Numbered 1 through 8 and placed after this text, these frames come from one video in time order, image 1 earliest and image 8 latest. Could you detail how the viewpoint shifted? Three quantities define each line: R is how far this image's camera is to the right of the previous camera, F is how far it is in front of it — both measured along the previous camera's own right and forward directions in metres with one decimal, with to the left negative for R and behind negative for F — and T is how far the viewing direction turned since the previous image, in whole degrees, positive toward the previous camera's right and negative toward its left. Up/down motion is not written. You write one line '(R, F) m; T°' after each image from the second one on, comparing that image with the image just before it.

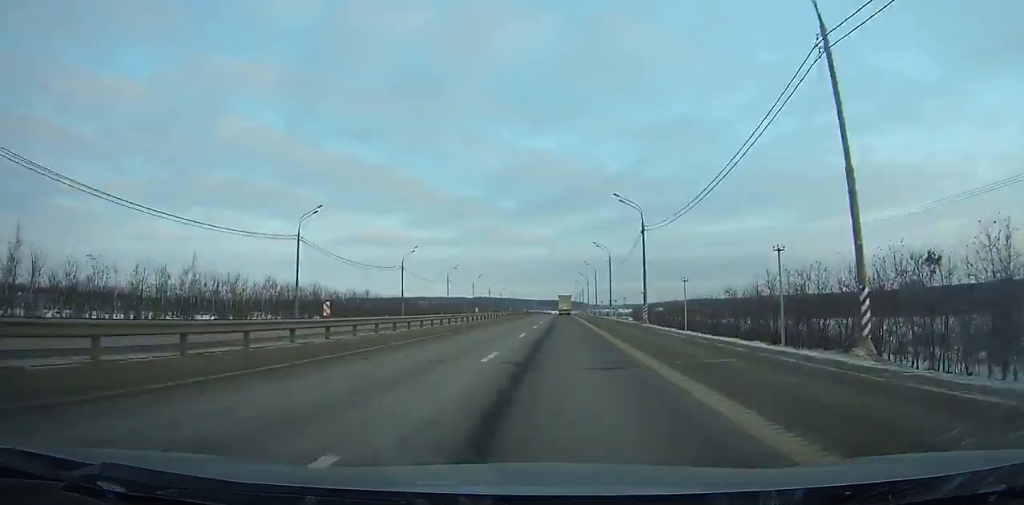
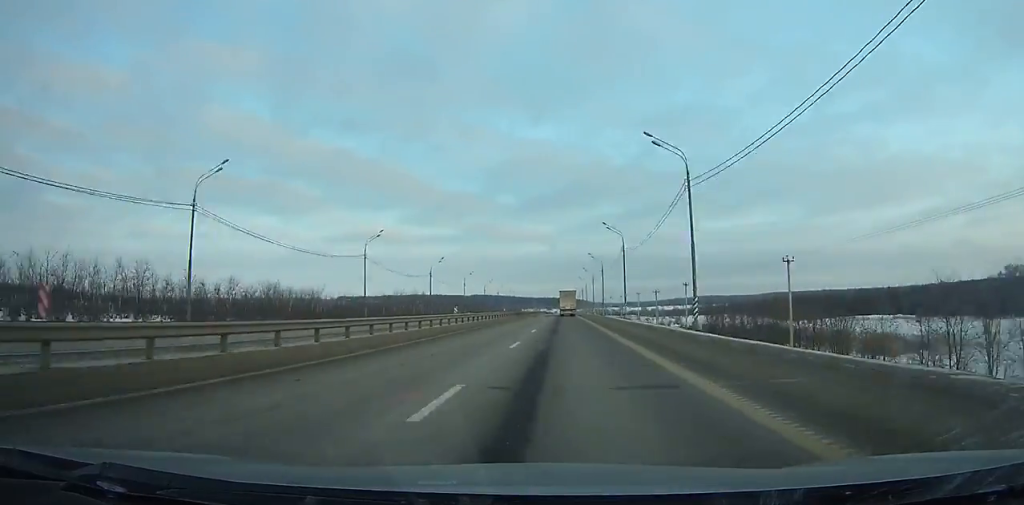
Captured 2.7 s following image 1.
(-0.1, +88.4) m; 0°
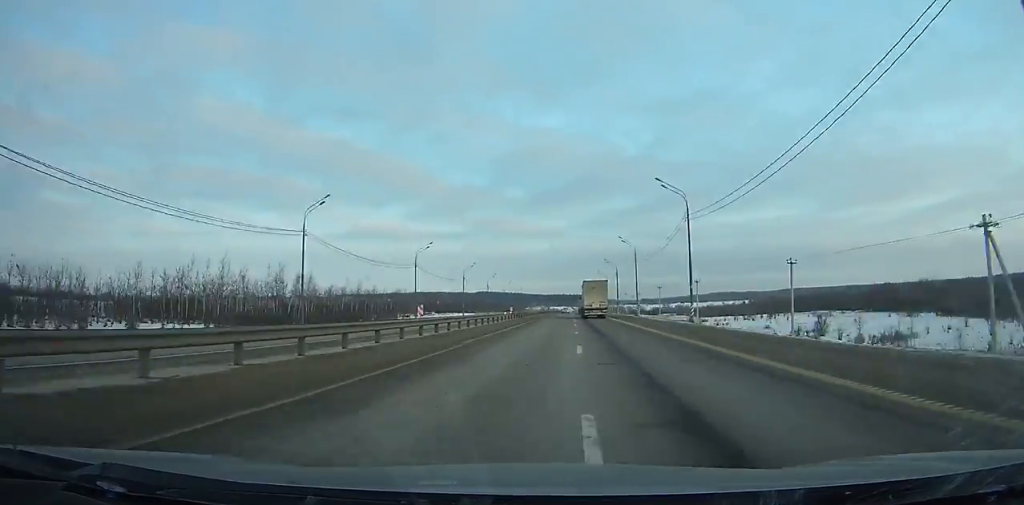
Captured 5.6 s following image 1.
(-0.2, +95.2) m; 0°
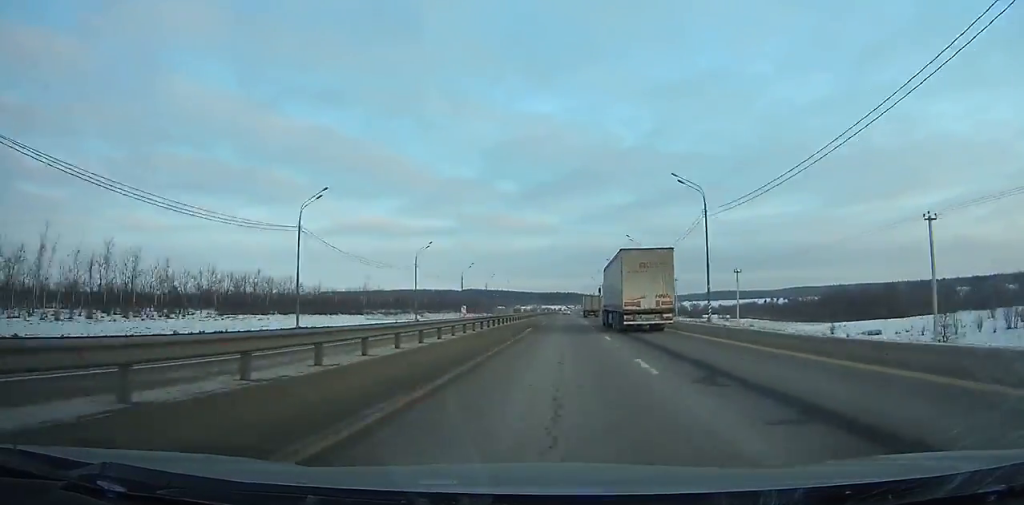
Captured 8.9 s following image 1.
(0.0, +109.1) m; 0°
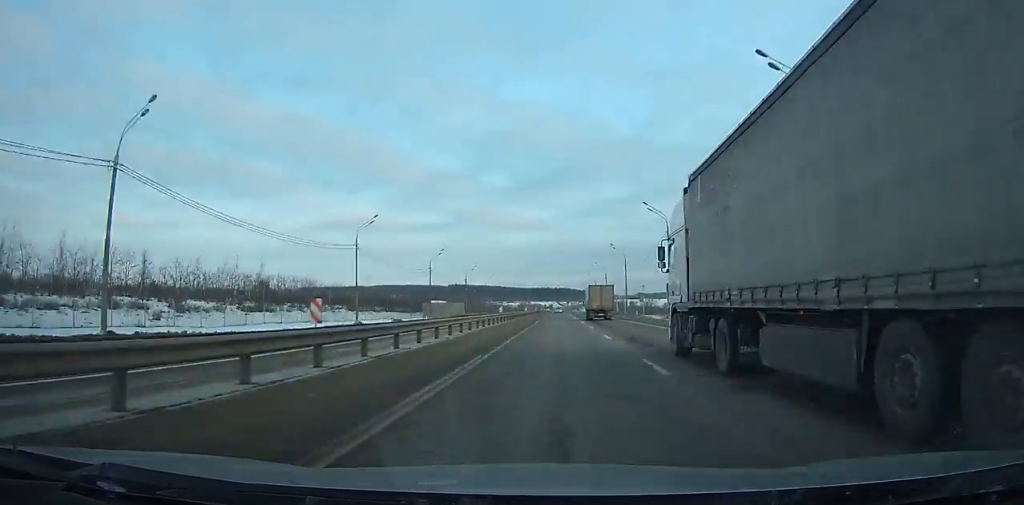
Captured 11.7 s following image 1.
(+0.3, +93.2) m; 0°
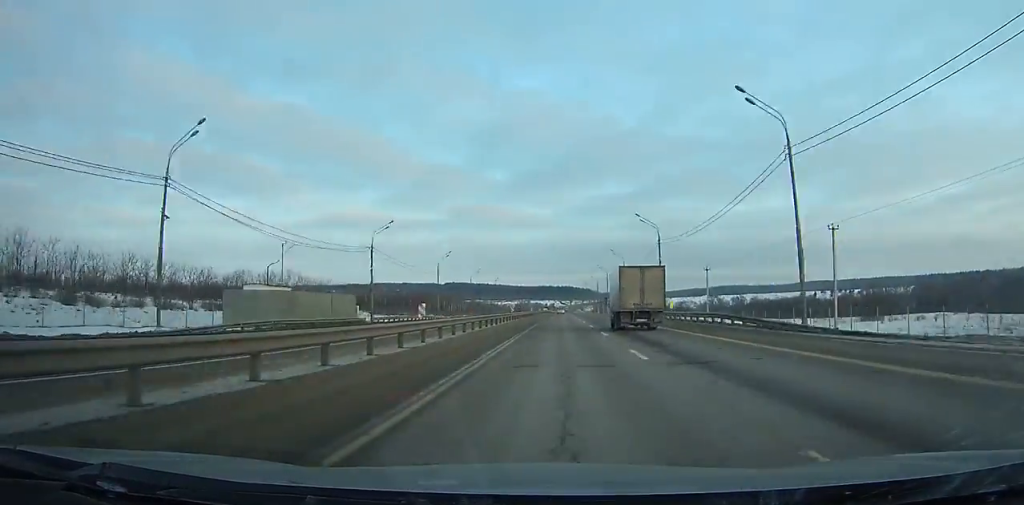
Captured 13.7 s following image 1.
(+0.1, +66.7) m; 0°
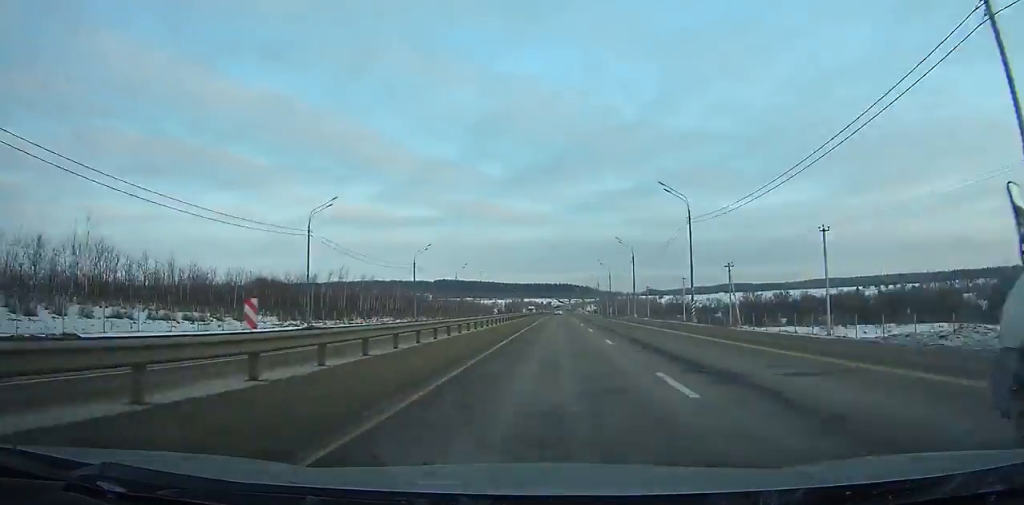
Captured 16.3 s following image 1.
(0.0, +86.9) m; 0°
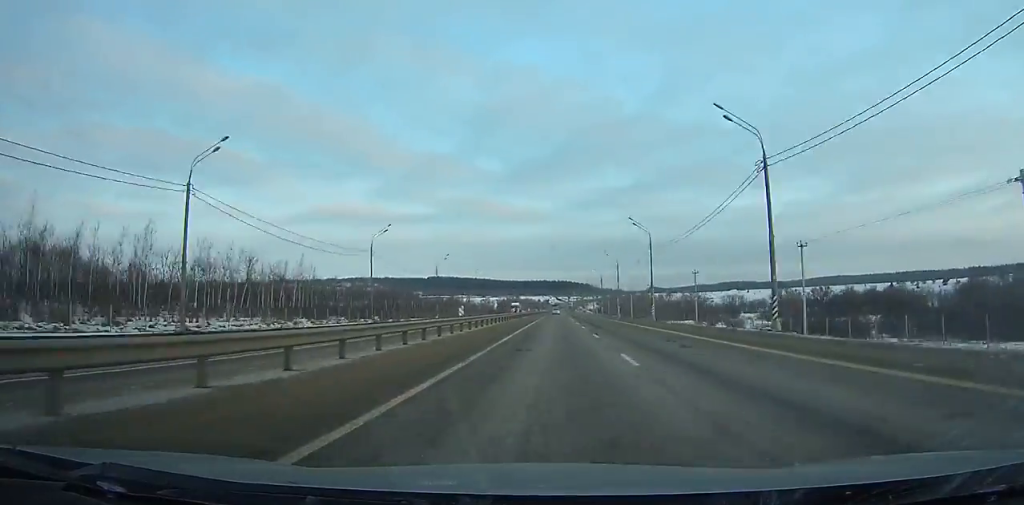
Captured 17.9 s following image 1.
(+0.3, +53.1) m; 0°
